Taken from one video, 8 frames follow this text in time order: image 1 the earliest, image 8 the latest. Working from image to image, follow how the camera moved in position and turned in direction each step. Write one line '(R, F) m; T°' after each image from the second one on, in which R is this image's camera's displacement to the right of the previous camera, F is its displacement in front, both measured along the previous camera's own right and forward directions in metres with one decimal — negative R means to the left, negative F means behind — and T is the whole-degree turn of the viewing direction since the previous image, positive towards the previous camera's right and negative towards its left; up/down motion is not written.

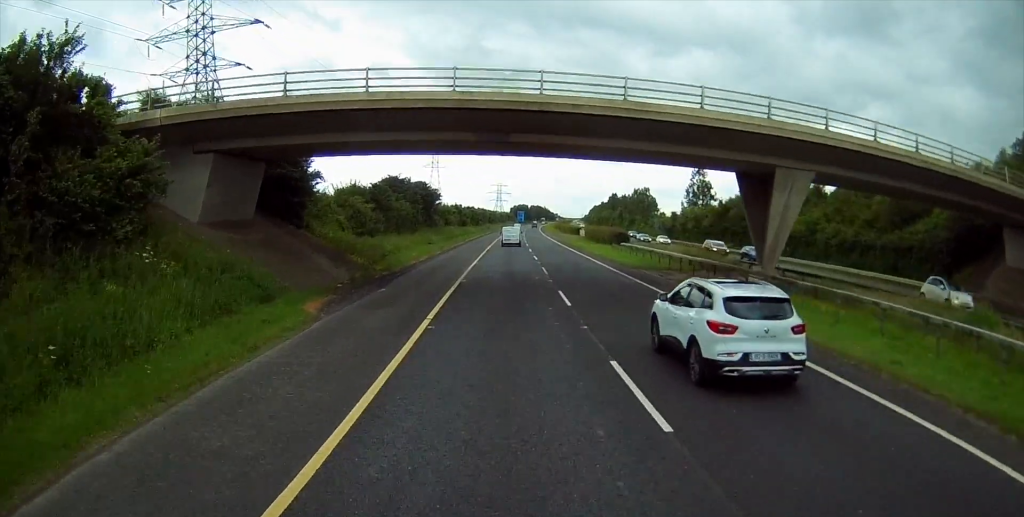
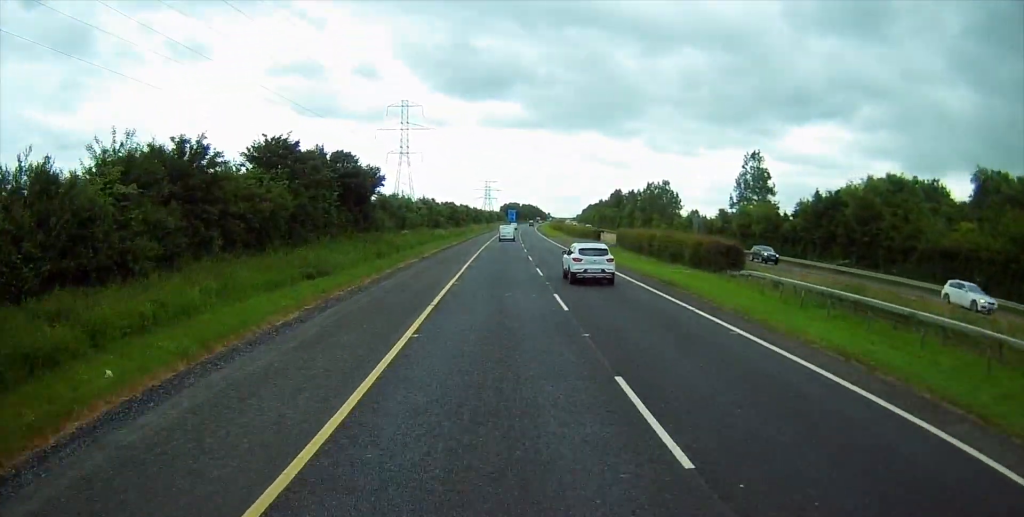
(+0.2, +37.4) m; +1°
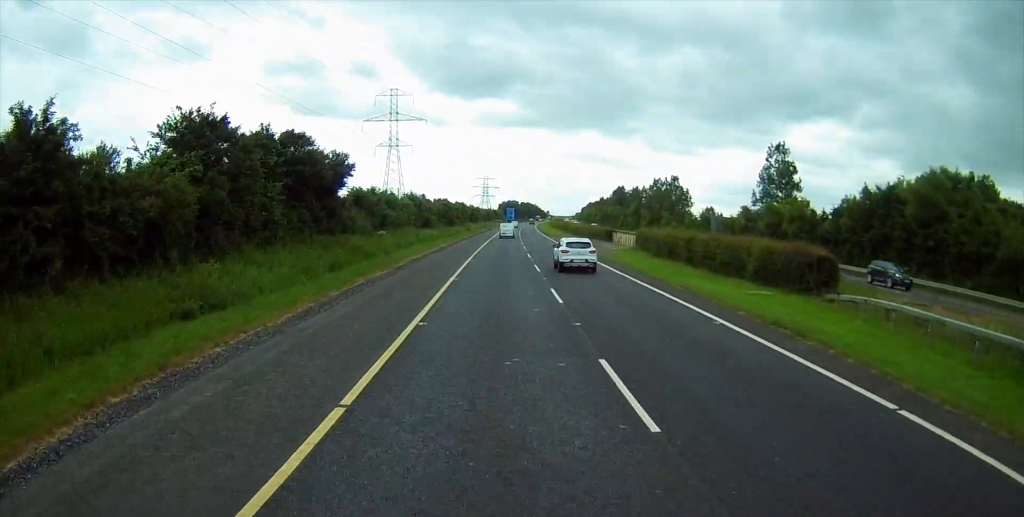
(+0.1, +10.9) m; 0°
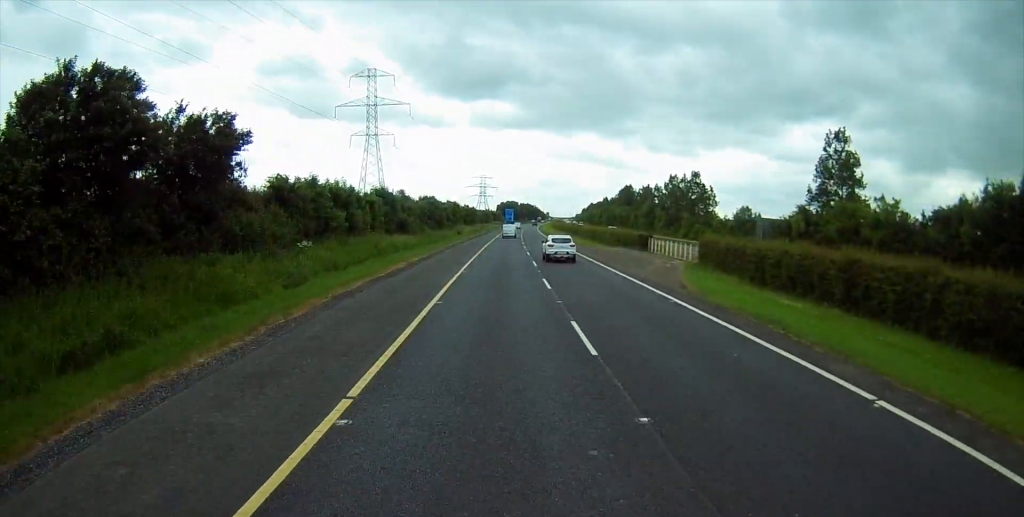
(+0.1, +19.5) m; 0°
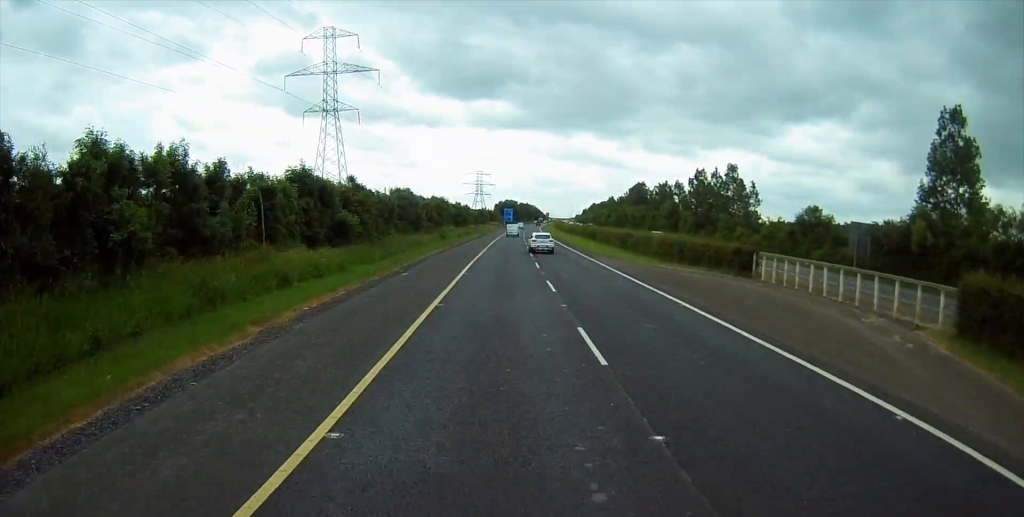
(0.0, +24.9) m; 0°
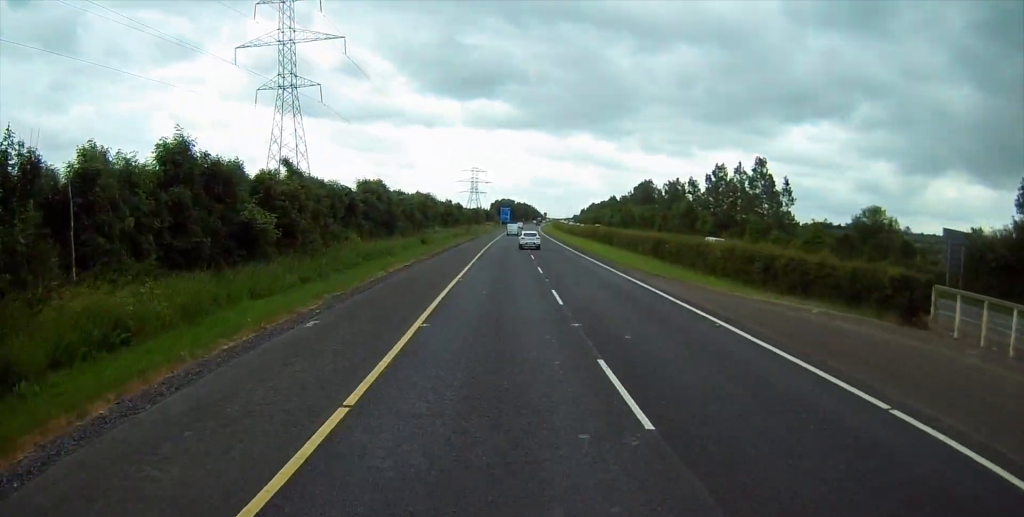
(0.0, +15.5) m; 0°
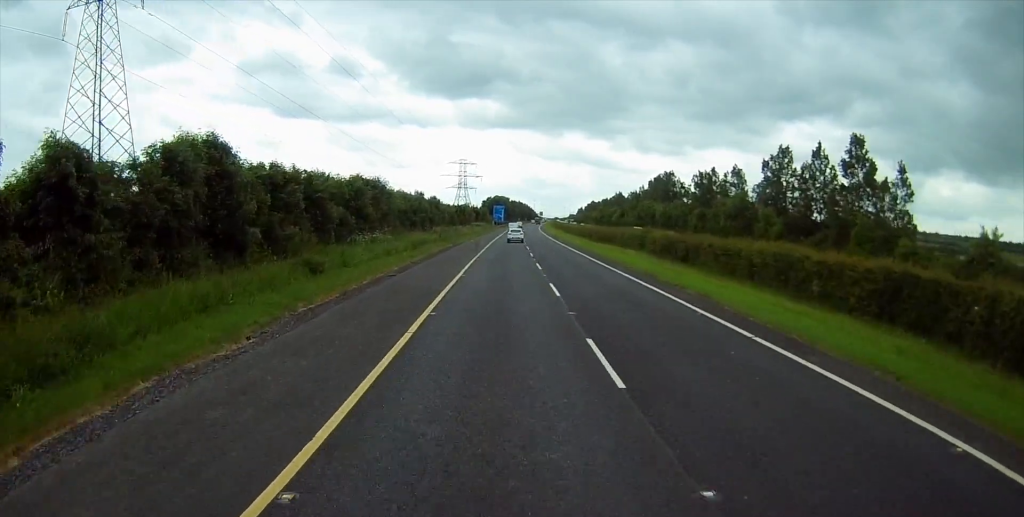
(+0.4, +34.1) m; +1°
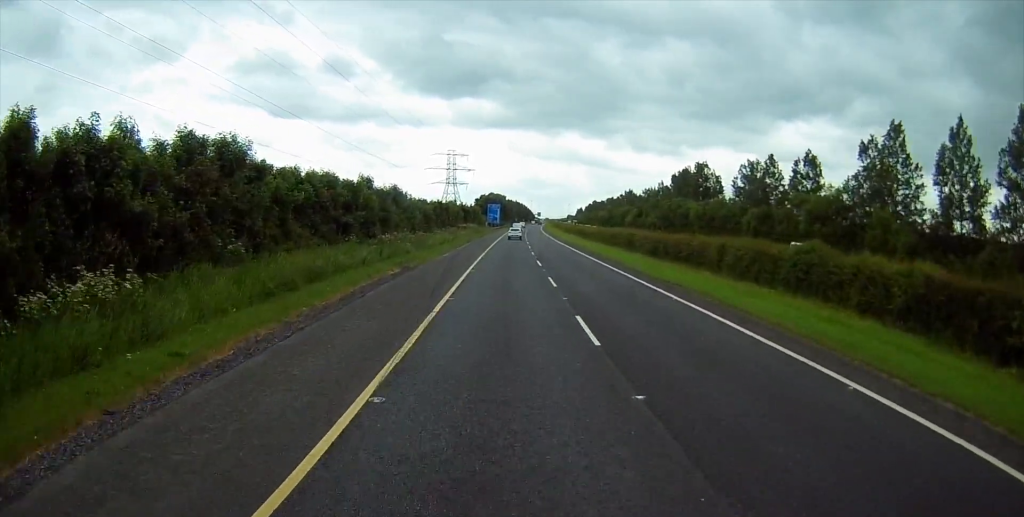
(-0.1, +32.4) m; 0°
